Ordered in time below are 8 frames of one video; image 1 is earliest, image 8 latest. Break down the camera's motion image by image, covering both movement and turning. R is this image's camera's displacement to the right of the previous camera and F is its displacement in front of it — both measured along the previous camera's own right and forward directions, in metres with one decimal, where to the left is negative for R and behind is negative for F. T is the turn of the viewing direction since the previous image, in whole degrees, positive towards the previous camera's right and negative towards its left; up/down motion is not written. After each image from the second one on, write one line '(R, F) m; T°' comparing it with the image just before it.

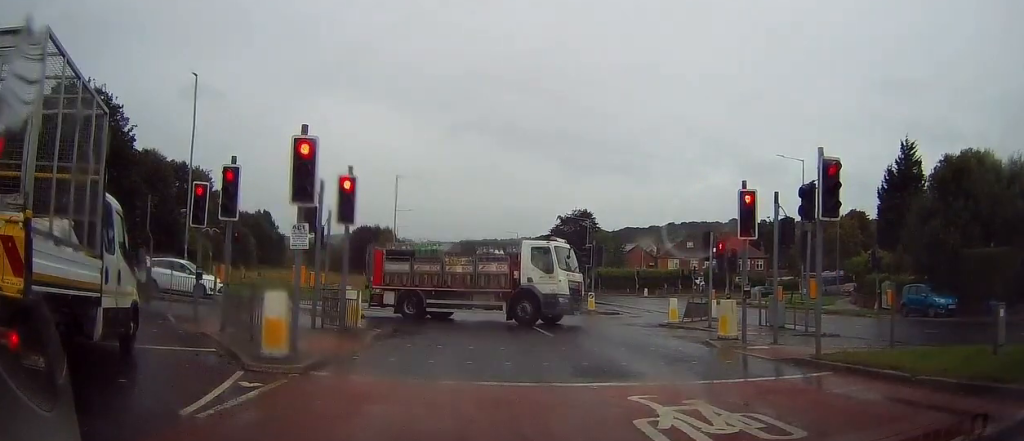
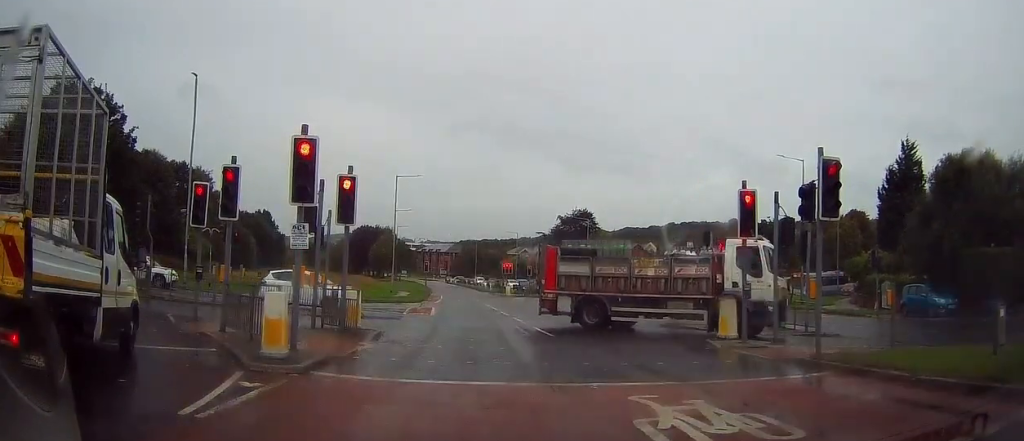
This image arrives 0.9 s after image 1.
(0.0, 0.0) m; 0°
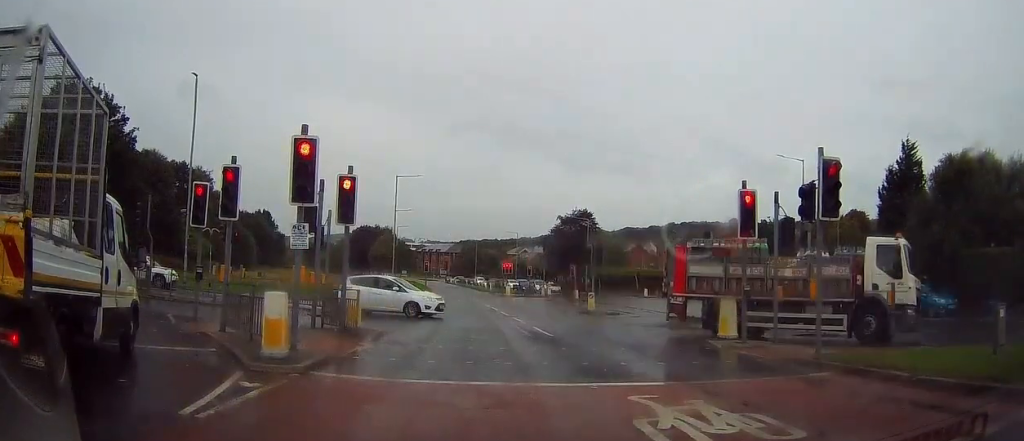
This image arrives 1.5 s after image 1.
(0.0, 0.0) m; 0°
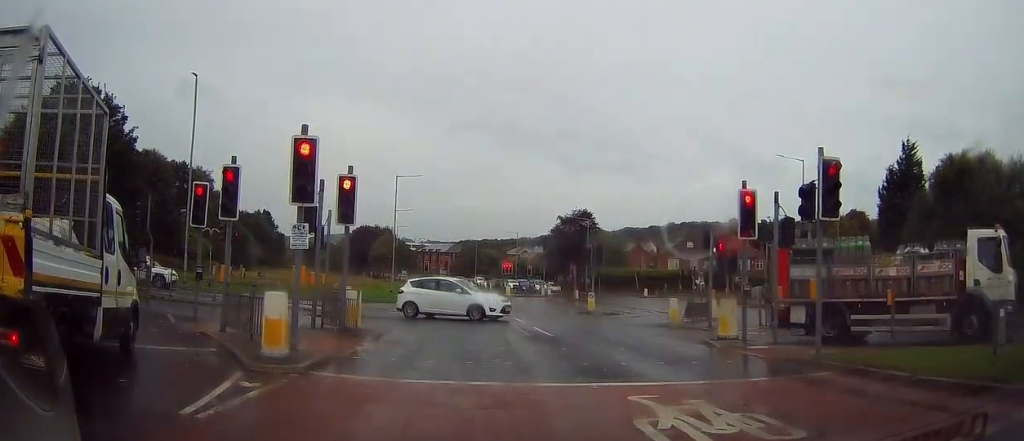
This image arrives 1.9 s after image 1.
(0.0, 0.0) m; 0°
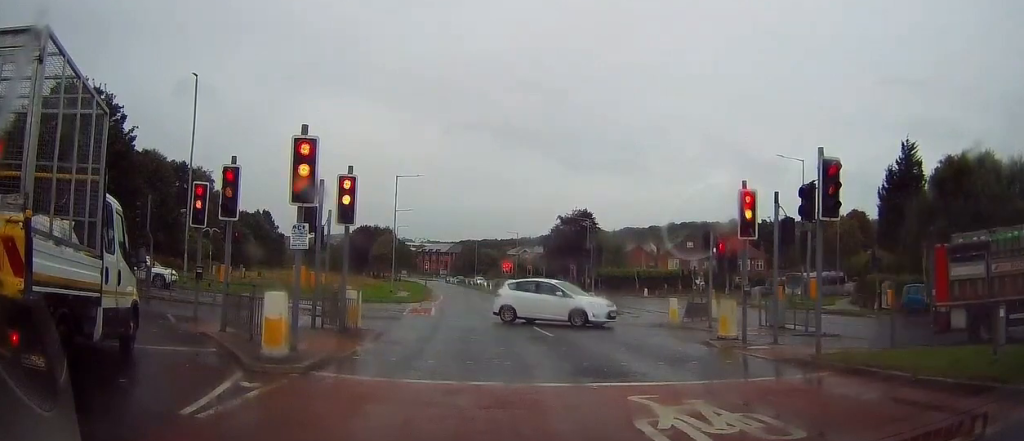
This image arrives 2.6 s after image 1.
(0.0, 0.0) m; 0°
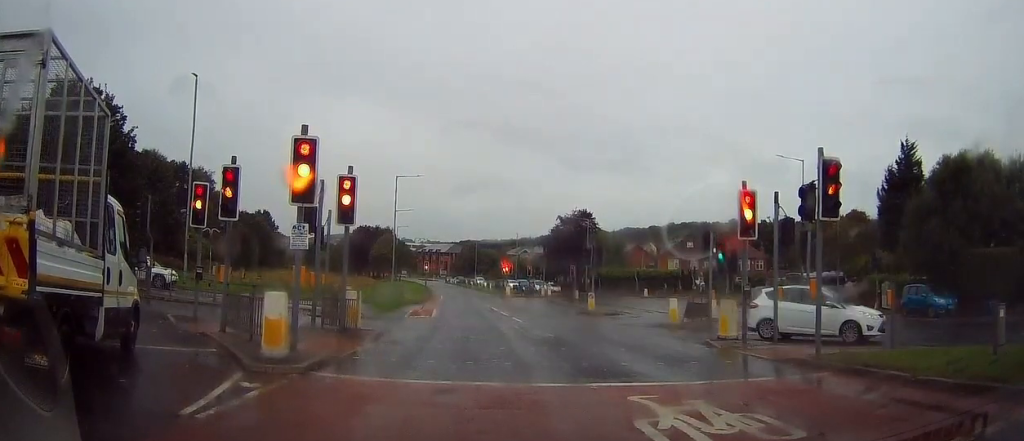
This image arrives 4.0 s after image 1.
(0.0, 0.0) m; 0°
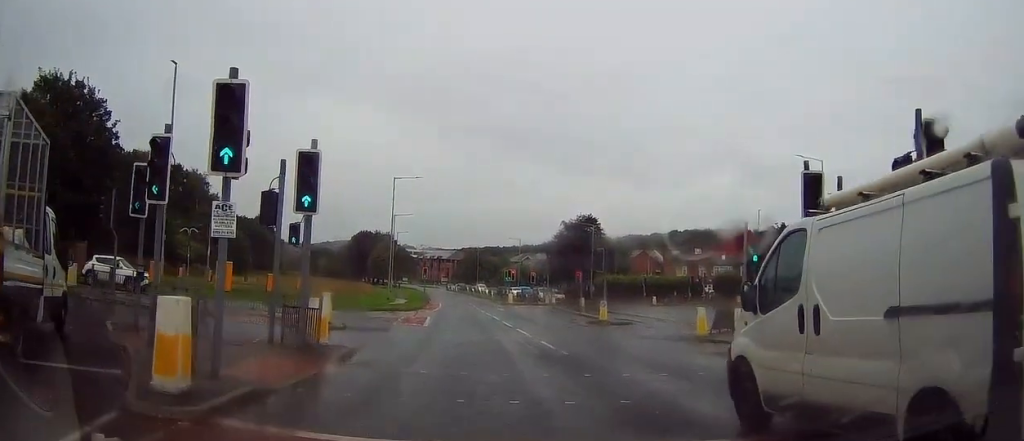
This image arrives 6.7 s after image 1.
(+0.2, +1.6) m; 0°
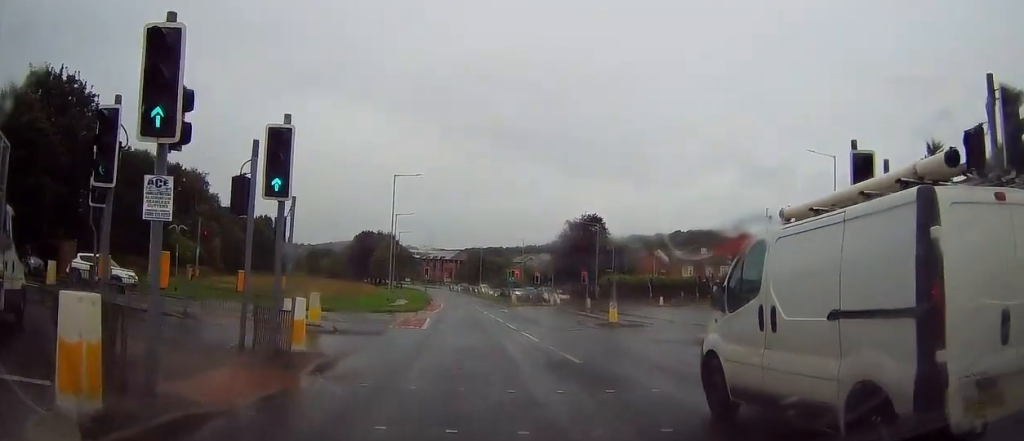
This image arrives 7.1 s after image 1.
(+0.1, +1.0) m; 0°
